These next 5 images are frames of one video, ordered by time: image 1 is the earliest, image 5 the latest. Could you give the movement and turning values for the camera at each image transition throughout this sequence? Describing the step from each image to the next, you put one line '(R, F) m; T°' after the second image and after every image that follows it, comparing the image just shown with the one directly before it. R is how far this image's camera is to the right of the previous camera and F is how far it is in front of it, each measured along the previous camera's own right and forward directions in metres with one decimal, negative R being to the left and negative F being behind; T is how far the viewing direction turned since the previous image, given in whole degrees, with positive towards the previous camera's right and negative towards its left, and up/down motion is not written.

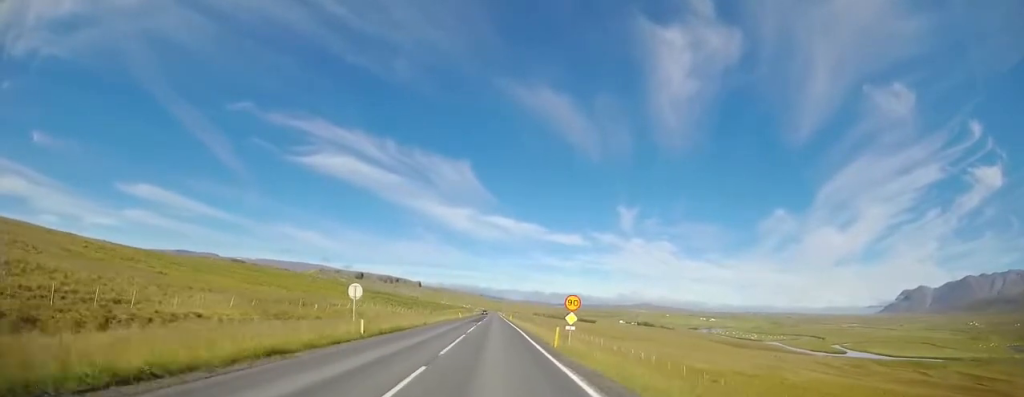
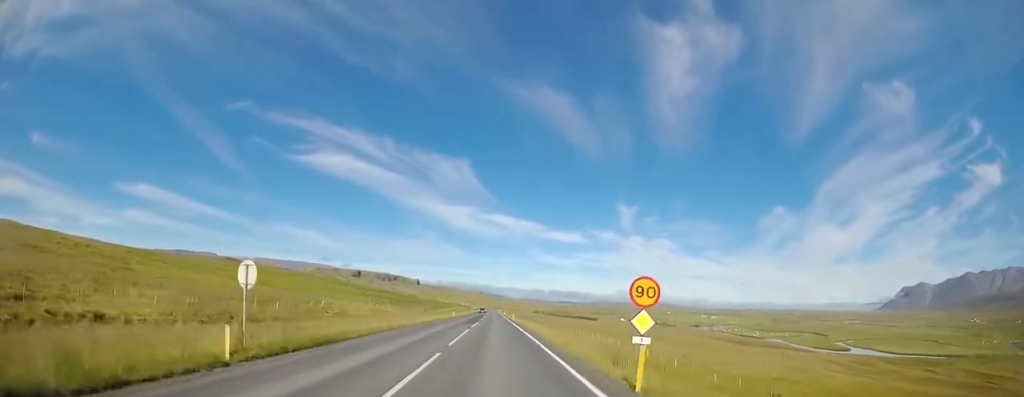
(+0.1, +9.7) m; 0°
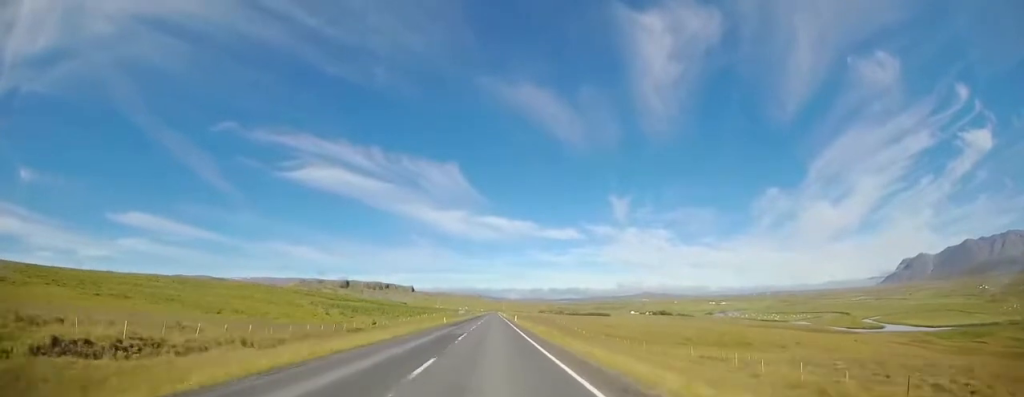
(-0.4, +60.1) m; -1°
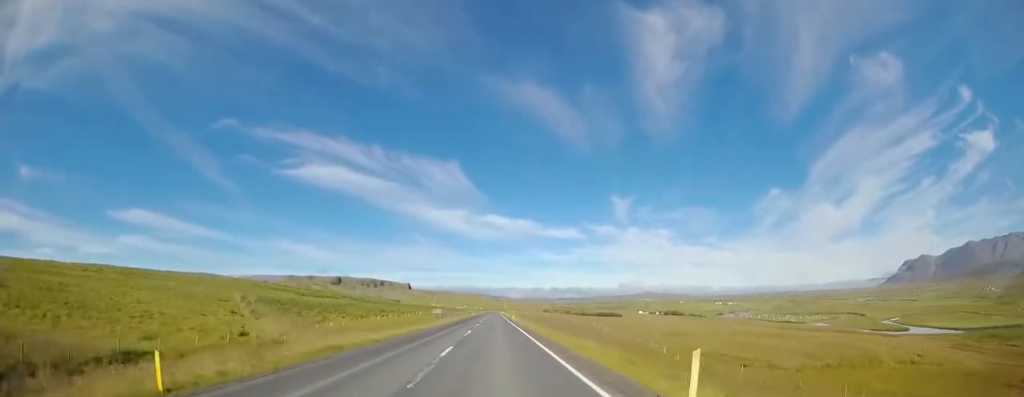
(-0.3, +43.9) m; 0°
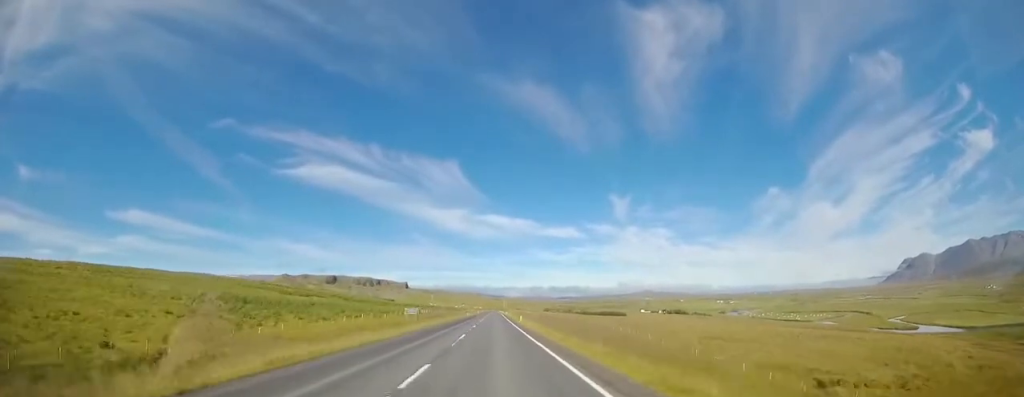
(0.0, +16.6) m; 0°
